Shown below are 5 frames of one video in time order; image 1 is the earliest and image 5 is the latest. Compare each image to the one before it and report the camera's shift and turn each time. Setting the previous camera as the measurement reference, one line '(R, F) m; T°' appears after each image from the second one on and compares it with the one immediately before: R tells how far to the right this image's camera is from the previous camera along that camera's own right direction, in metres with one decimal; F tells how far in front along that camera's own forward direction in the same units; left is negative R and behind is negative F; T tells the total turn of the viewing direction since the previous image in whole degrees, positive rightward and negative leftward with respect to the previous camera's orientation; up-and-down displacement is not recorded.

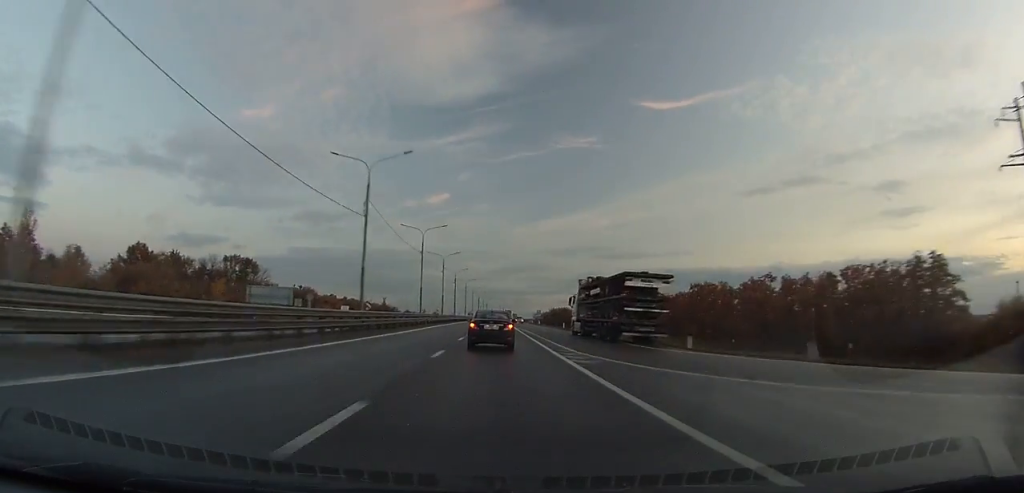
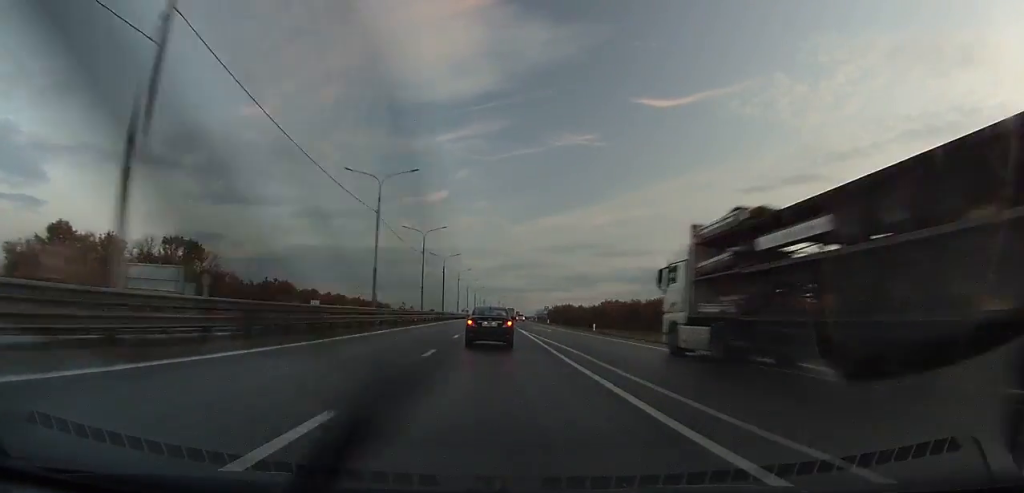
(0.0, +23.2) m; 0°
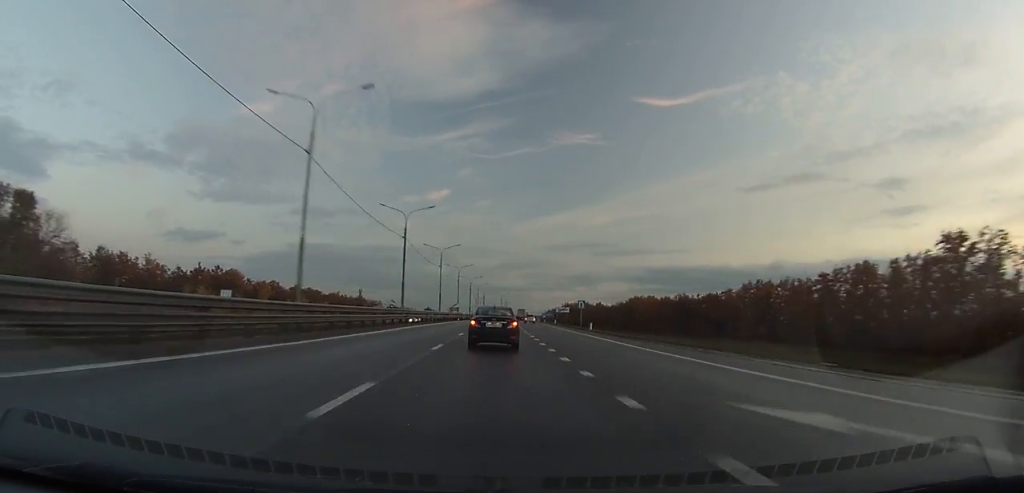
(+0.2, +43.1) m; 0°
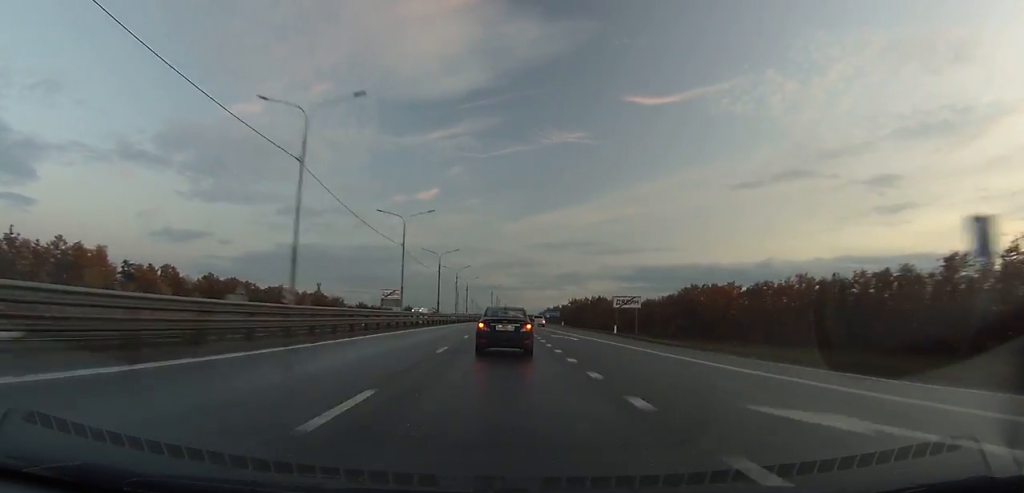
(+0.1, +59.8) m; +1°
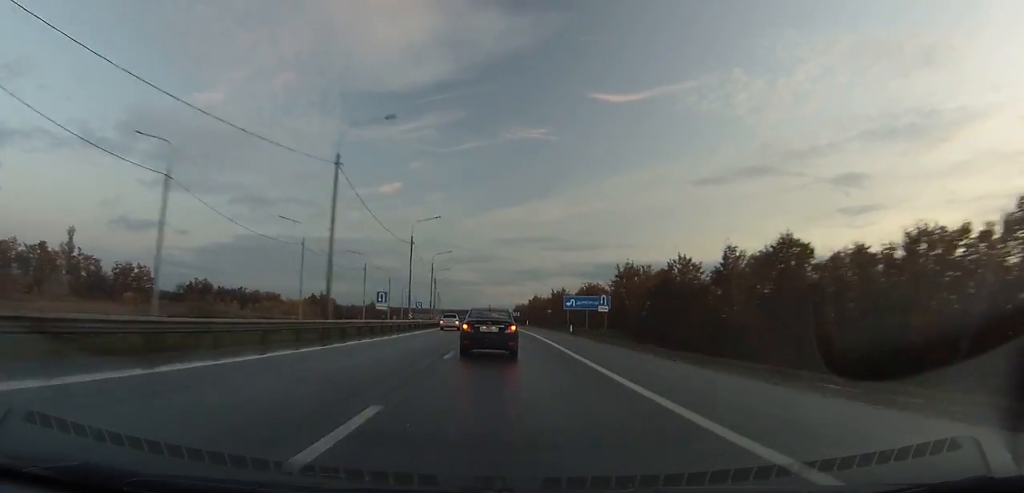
(+4.9, +146.0) m; +4°
